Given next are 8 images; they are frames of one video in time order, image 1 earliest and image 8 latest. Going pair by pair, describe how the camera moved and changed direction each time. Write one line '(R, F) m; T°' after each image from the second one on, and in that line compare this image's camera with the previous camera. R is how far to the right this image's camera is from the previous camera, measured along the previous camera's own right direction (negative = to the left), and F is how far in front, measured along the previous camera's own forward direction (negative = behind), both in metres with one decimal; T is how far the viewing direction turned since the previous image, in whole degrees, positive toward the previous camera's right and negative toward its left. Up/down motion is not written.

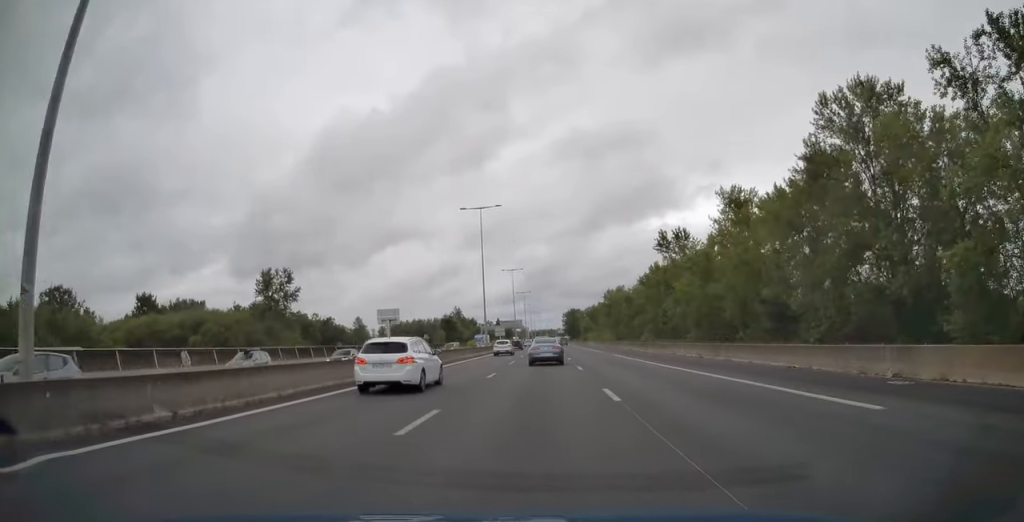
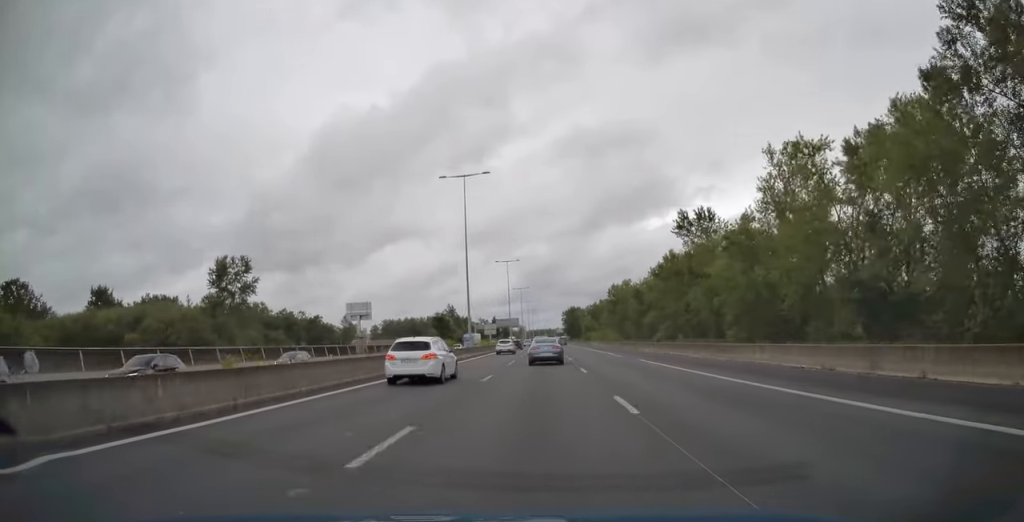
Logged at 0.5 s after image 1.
(0.0, +15.7) m; 0°
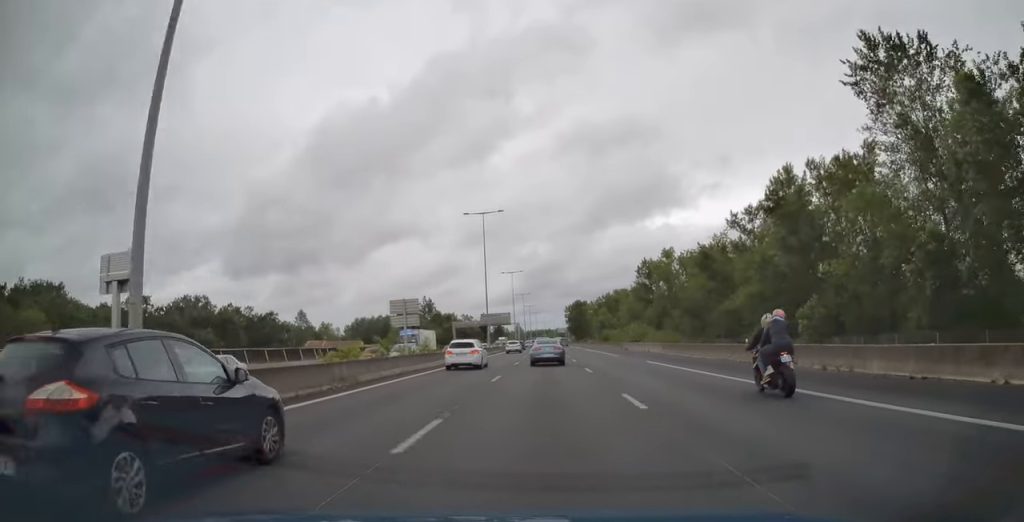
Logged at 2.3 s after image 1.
(+0.1, +52.5) m; 0°
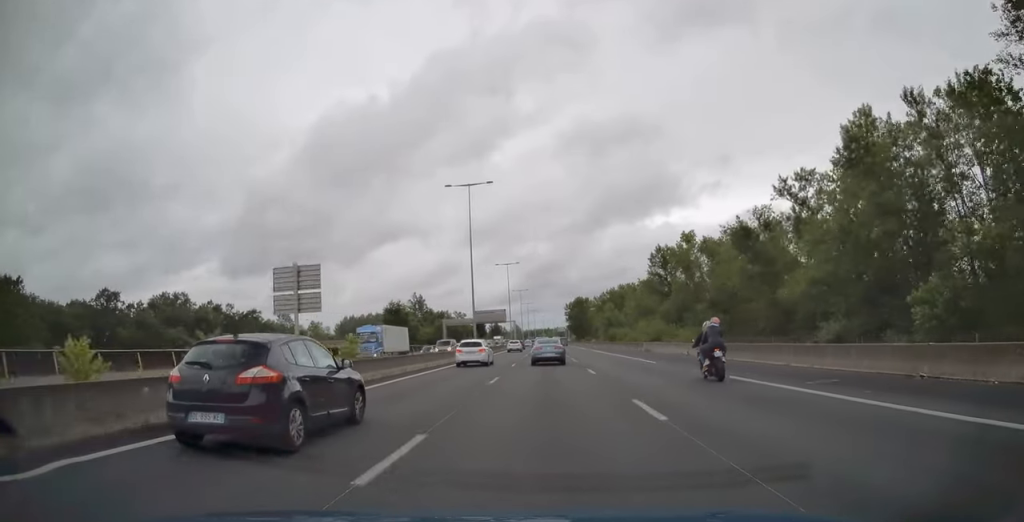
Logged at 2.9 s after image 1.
(0.0, +15.0) m; 0°
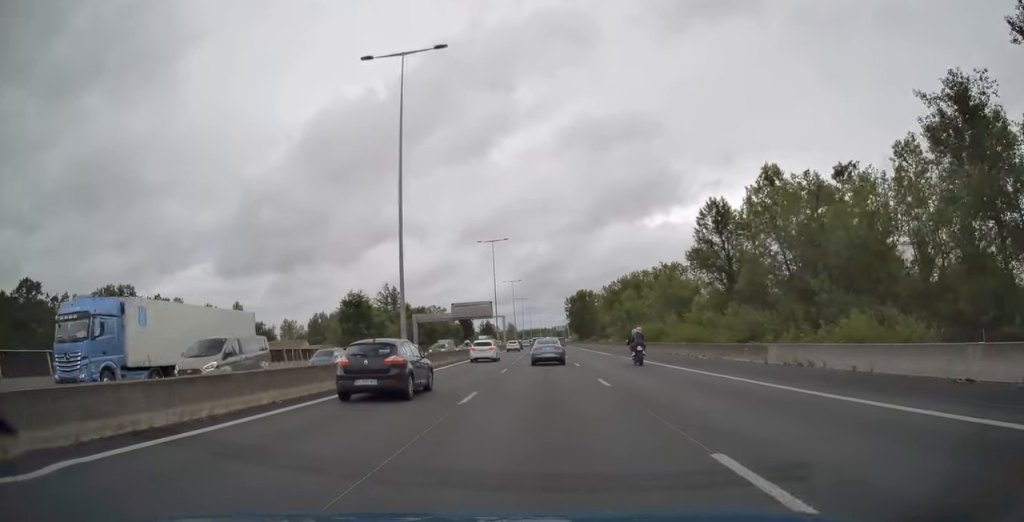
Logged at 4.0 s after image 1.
(0.0, +32.5) m; 0°
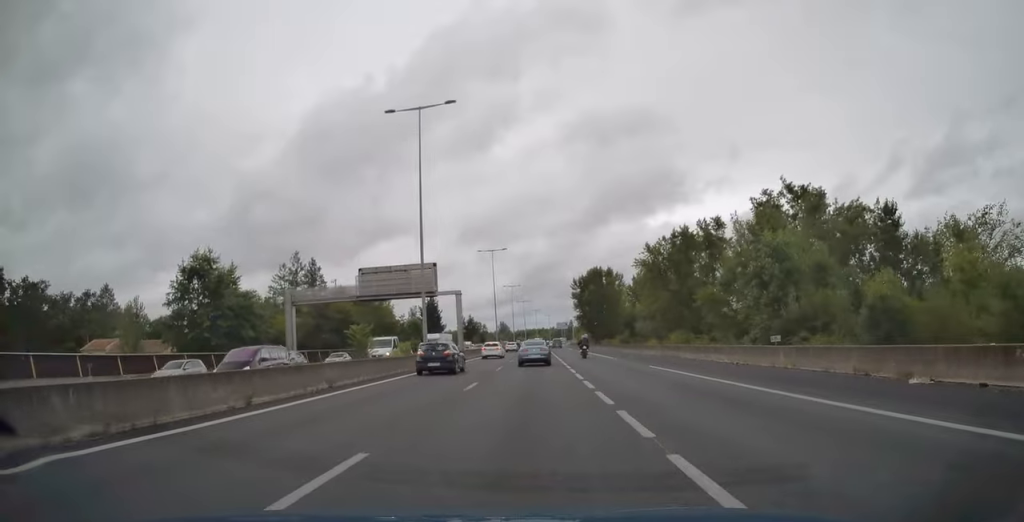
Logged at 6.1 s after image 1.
(+0.3, +60.8) m; 0°
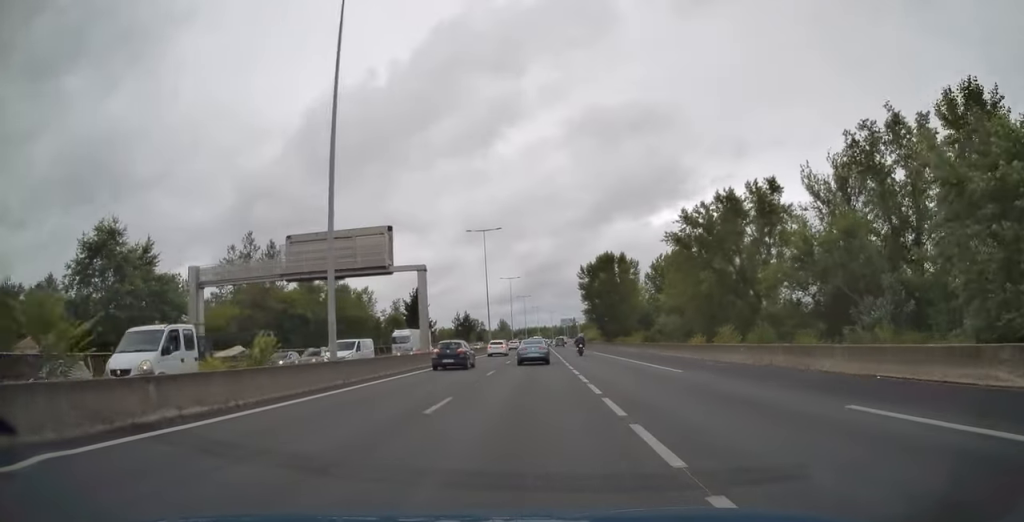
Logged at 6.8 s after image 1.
(0.0, +19.0) m; 0°
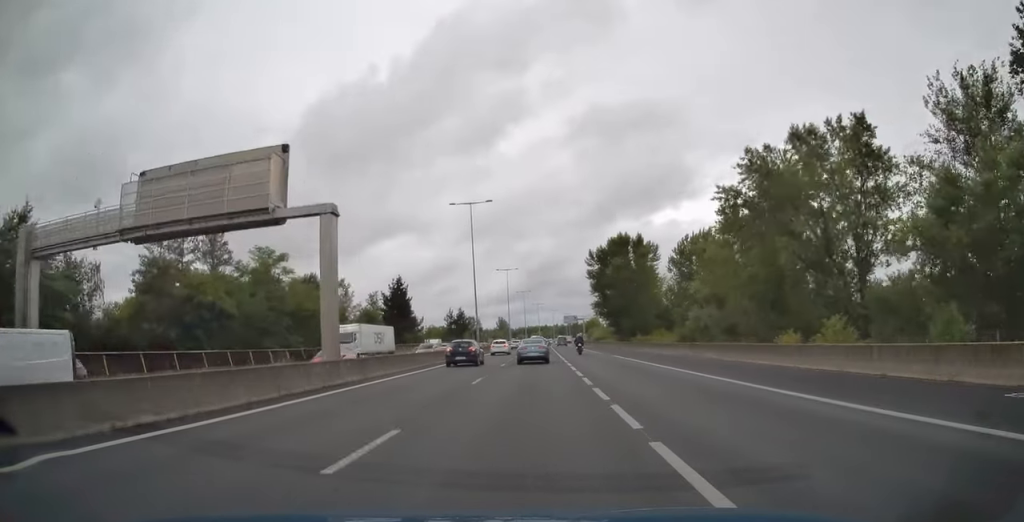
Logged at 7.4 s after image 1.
(0.0, +18.6) m; 0°
